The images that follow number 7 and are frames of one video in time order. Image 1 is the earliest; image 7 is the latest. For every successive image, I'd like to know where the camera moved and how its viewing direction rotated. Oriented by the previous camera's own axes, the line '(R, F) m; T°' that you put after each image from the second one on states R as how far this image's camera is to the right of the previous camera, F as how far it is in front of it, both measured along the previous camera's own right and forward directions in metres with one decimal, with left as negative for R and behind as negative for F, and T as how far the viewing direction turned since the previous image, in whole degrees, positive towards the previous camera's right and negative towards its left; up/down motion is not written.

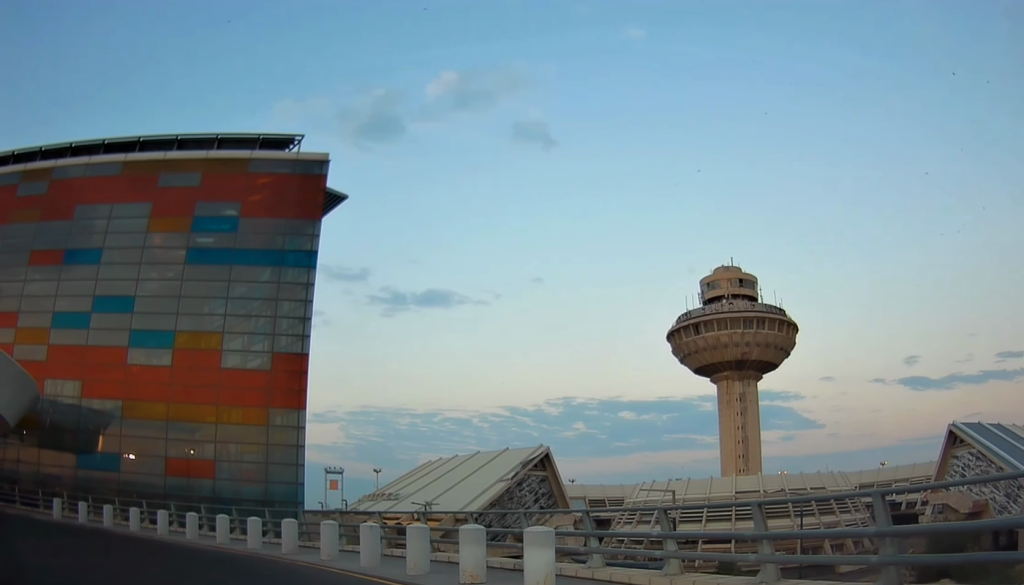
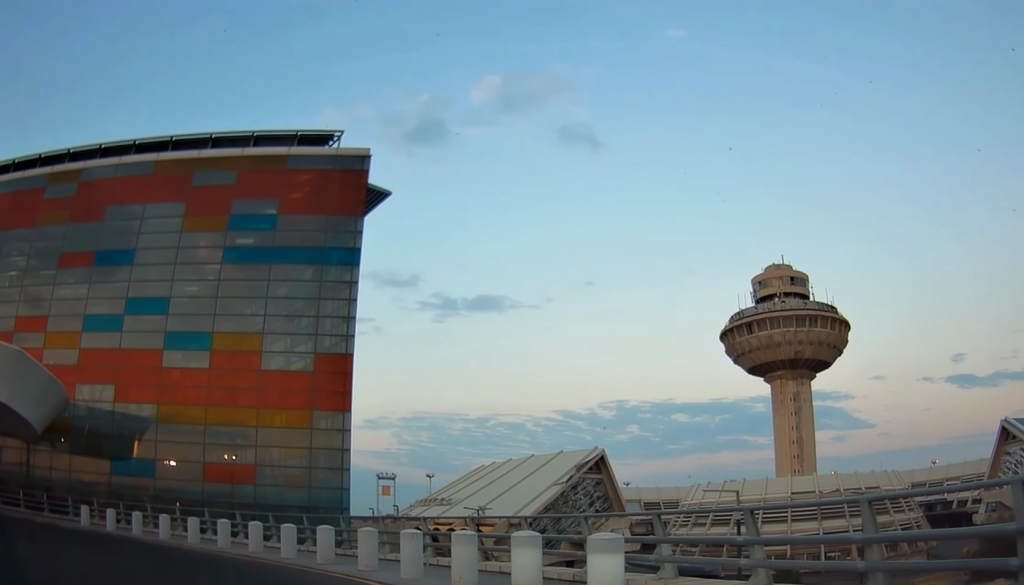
(-0.3, +1.5) m; -5°
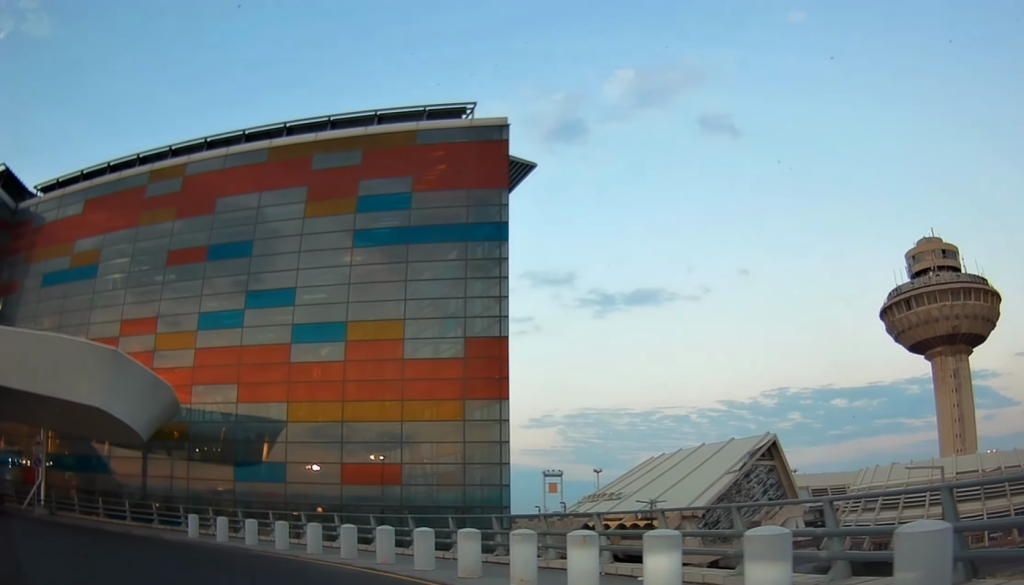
(-0.4, +3.8) m; -15°
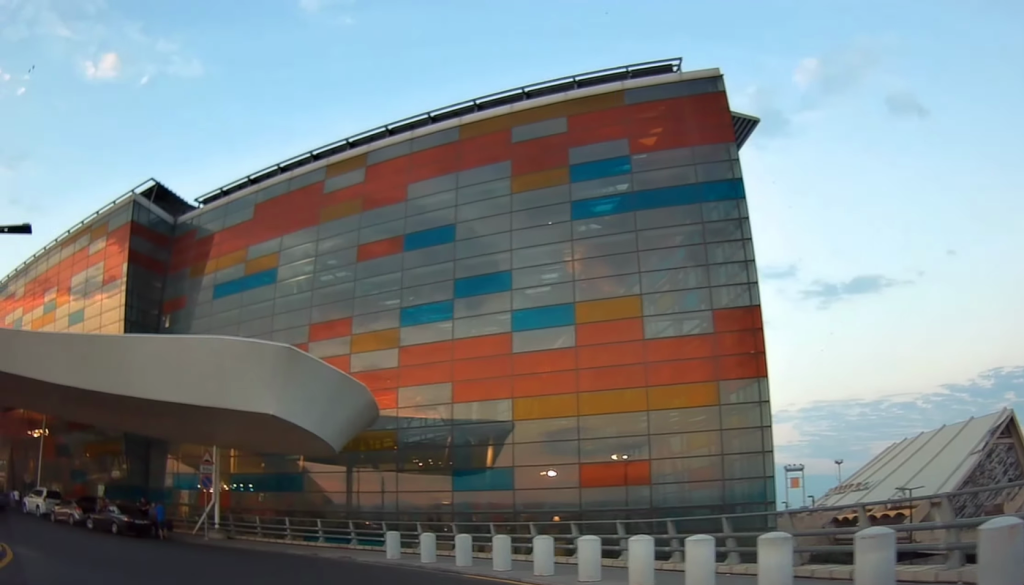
(-0.7, +4.1) m; -19°
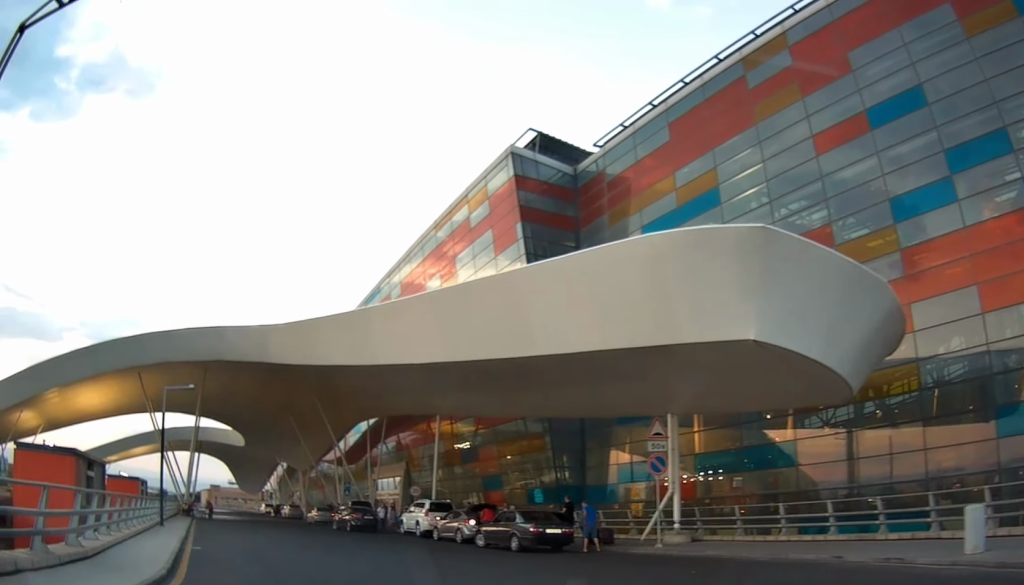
(-2.7, +8.1) m; -36°
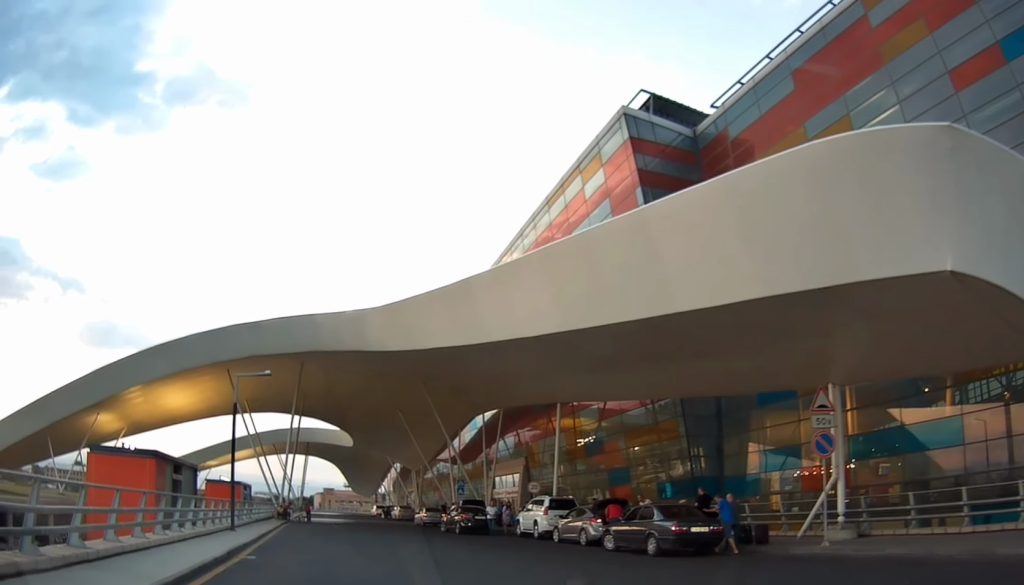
(-0.4, +3.7) m; -10°
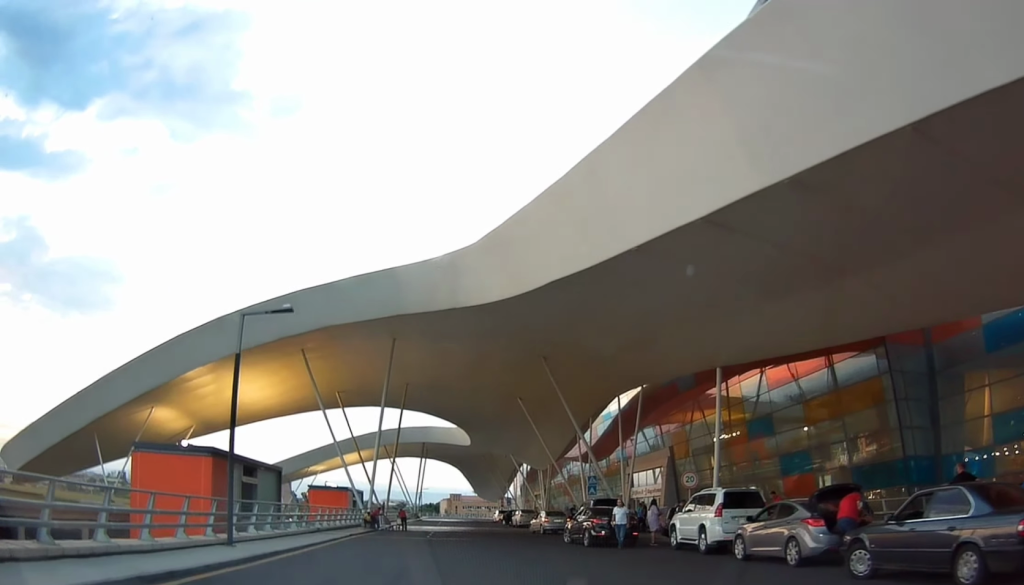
(-0.7, +9.5) m; -8°
